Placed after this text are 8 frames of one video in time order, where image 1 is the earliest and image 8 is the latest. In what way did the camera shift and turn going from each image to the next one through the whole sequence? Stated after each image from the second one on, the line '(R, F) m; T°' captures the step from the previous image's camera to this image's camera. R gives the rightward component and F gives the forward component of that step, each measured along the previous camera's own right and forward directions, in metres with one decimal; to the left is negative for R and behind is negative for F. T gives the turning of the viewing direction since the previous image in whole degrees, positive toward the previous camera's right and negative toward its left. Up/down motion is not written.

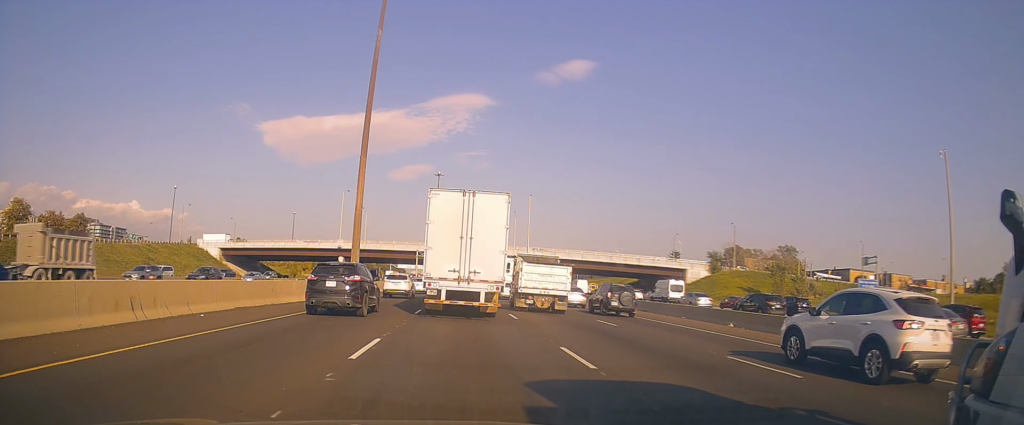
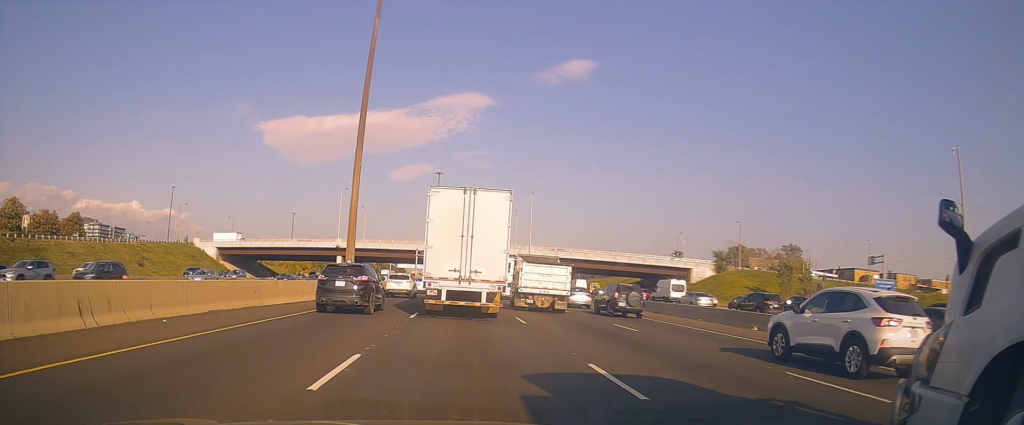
(0.0, +2.5) m; 0°
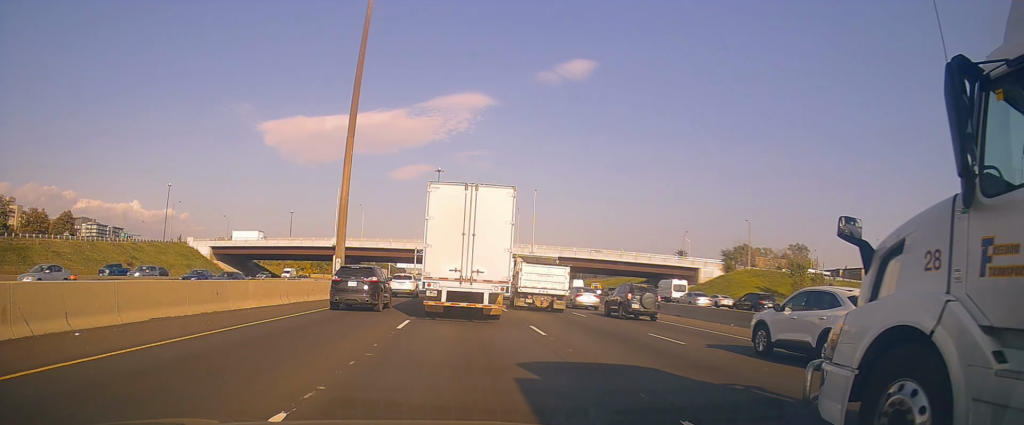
(-0.1, +4.1) m; +3°
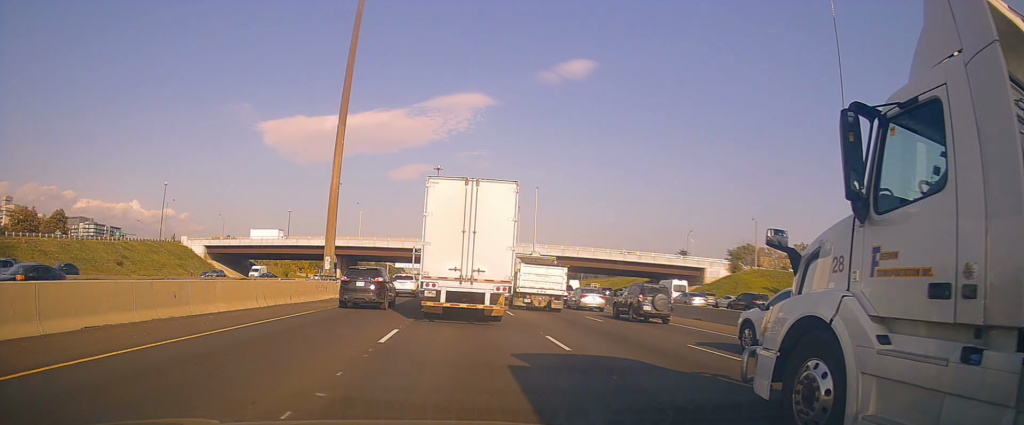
(+0.2, +3.2) m; +3°
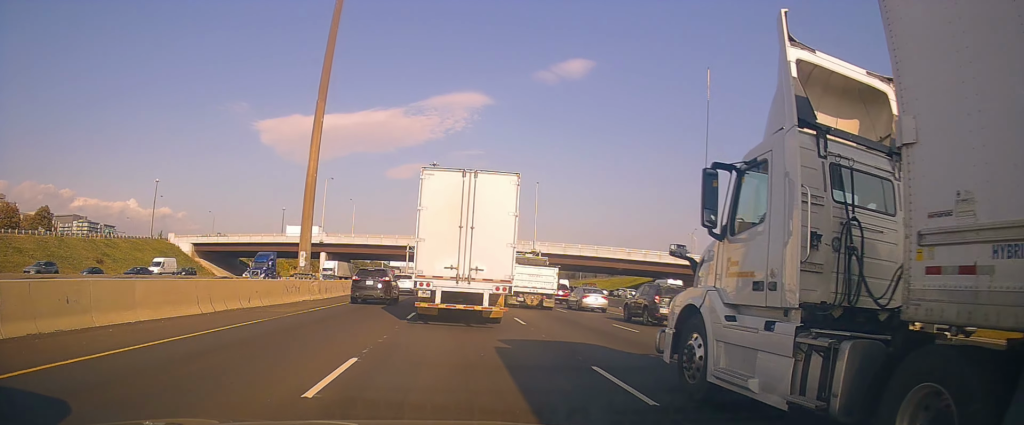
(+0.2, +5.4) m; 0°
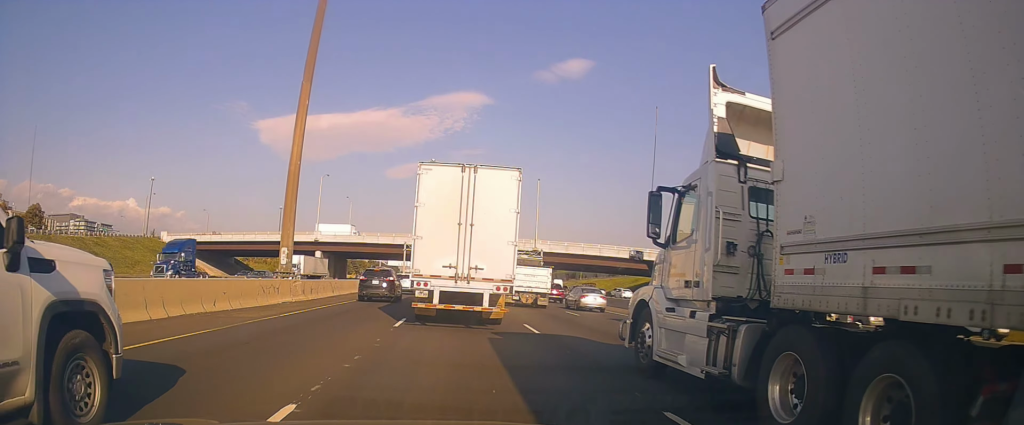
(-0.1, +3.3) m; -2°
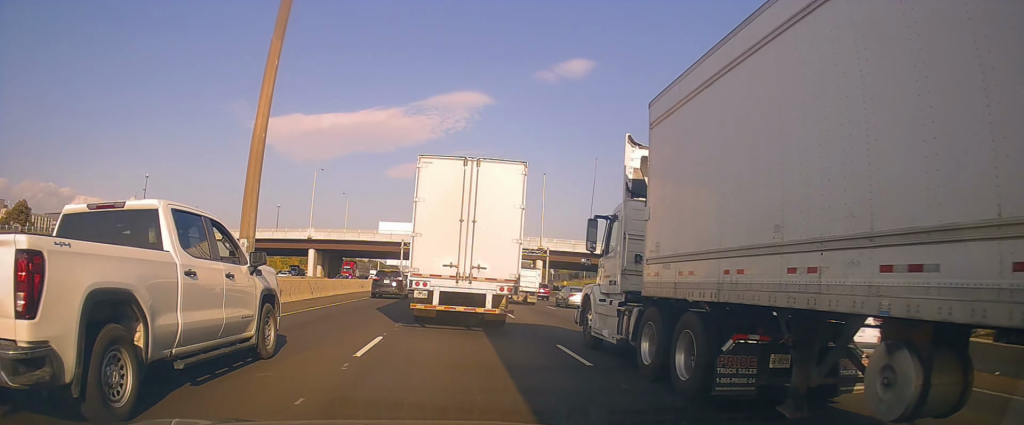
(-0.2, +5.8) m; -3°
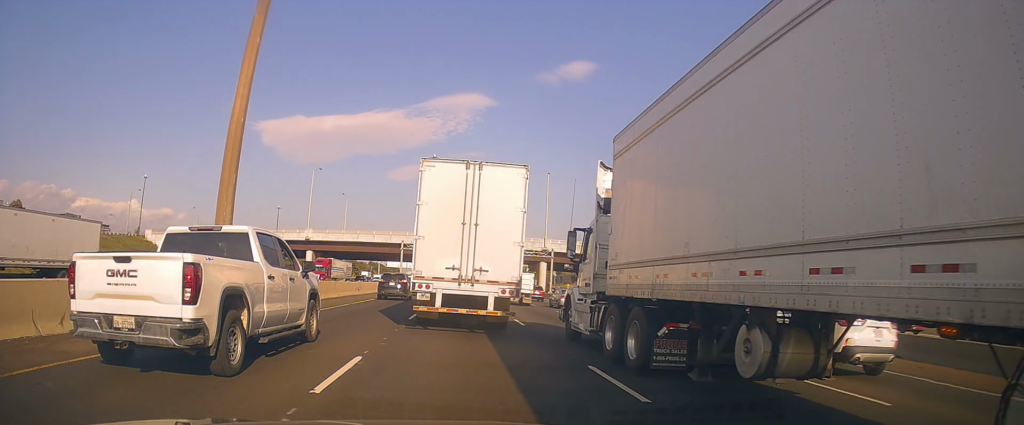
(-0.1, +2.7) m; +1°
